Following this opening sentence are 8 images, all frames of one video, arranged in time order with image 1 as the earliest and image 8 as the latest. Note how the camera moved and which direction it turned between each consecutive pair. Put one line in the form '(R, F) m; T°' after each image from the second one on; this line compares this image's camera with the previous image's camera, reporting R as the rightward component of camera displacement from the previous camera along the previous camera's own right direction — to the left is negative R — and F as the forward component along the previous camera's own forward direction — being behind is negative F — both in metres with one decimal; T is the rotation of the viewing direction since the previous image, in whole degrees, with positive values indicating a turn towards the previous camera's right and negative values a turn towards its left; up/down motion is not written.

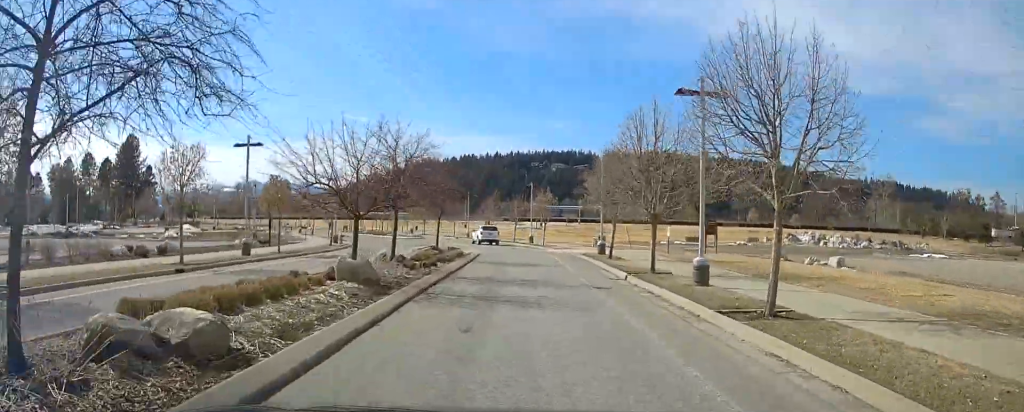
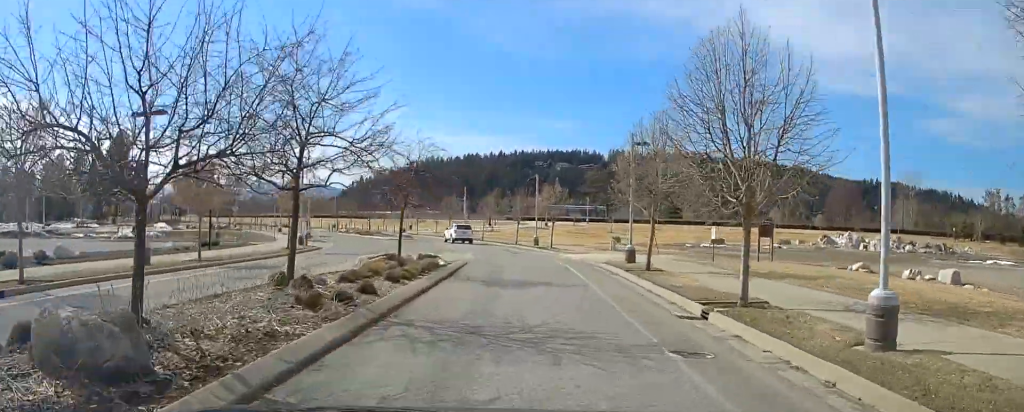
(-0.4, +9.2) m; -1°
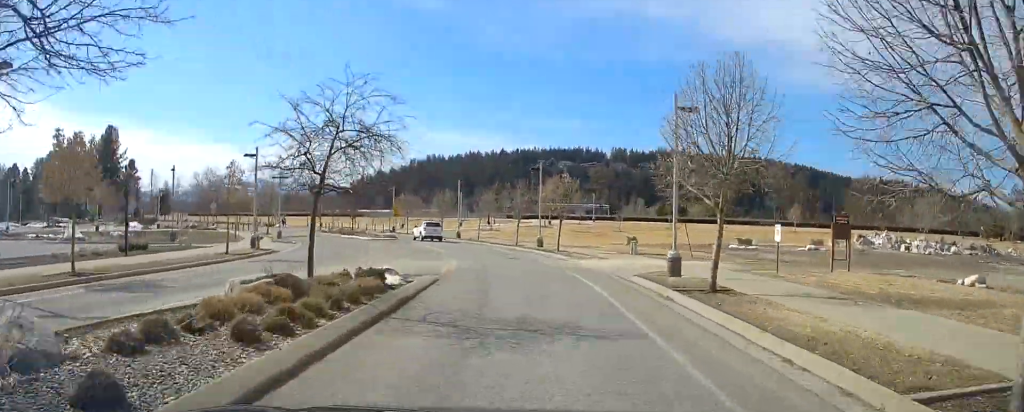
(-0.2, +8.0) m; -1°
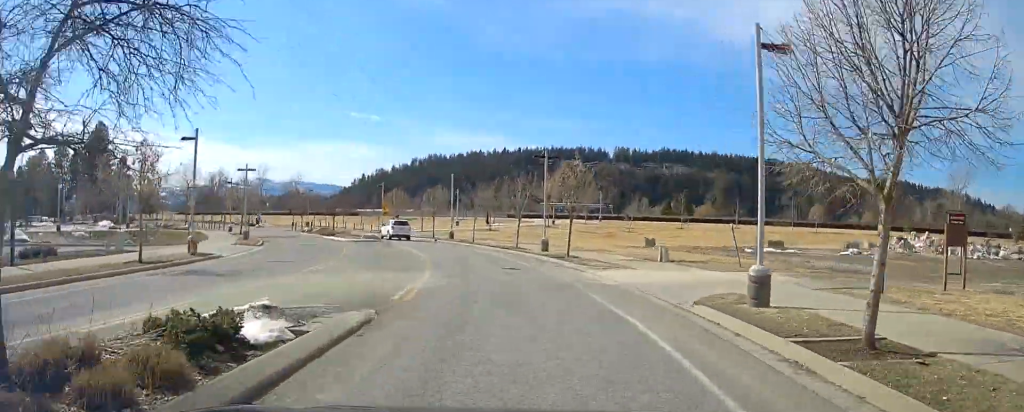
(0.0, +7.3) m; -2°
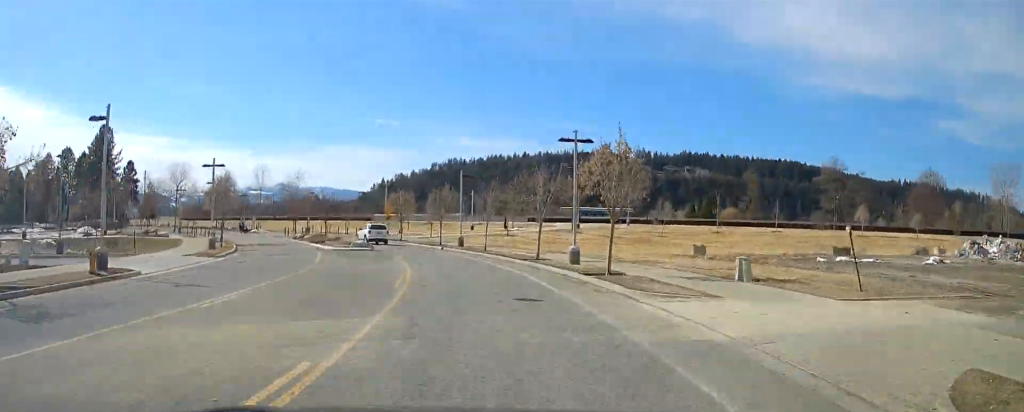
(+0.2, +8.5) m; -2°
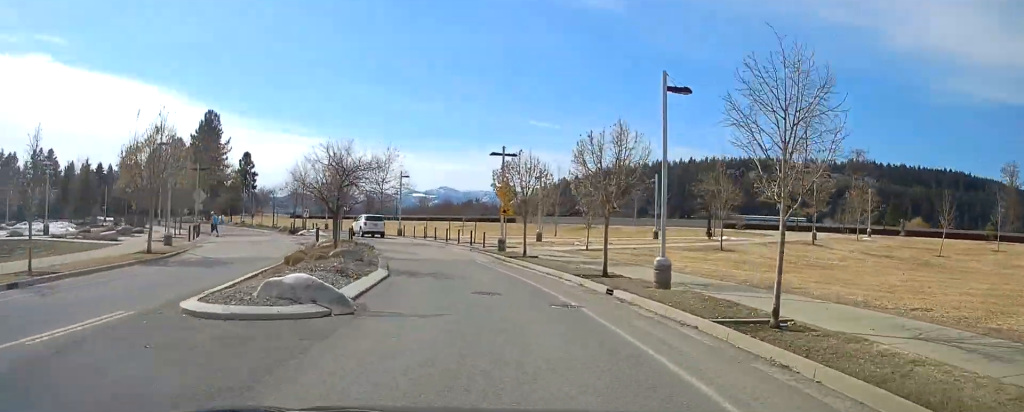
(-3.8, +30.6) m; -14°
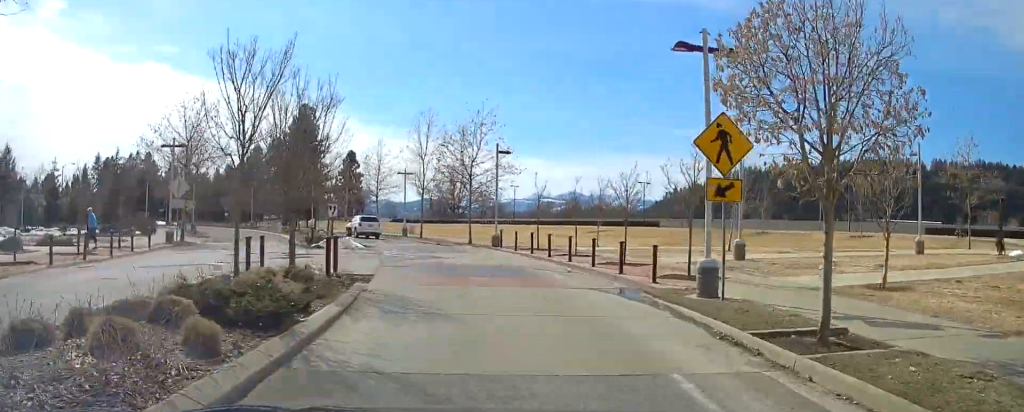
(-1.6, +21.7) m; -13°
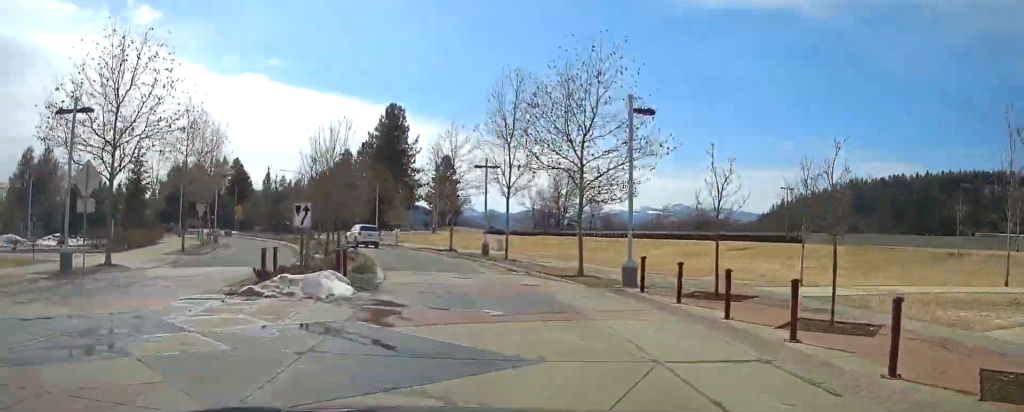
(-2.2, +15.9) m; -9°
